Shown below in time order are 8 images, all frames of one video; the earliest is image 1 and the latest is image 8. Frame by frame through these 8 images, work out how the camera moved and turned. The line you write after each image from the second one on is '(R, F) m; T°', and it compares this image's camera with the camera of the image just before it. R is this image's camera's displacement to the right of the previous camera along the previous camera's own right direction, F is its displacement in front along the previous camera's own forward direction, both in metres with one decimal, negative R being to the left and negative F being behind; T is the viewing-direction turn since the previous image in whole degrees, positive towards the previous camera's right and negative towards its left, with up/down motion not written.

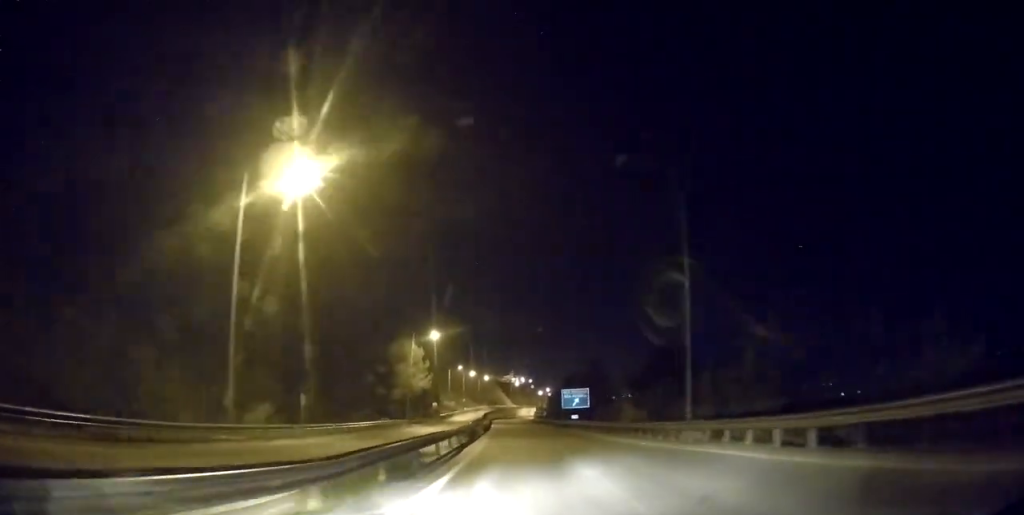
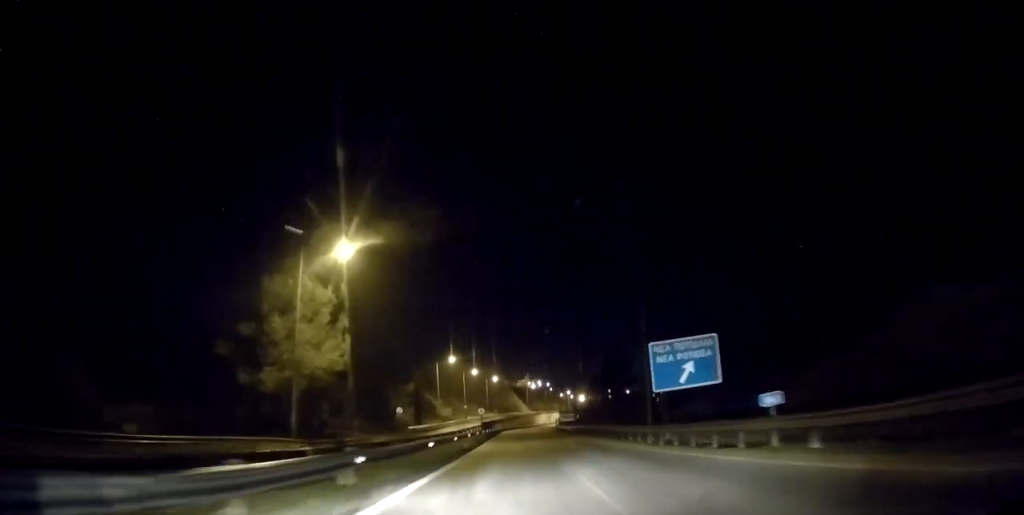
(-0.5, +42.4) m; -1°
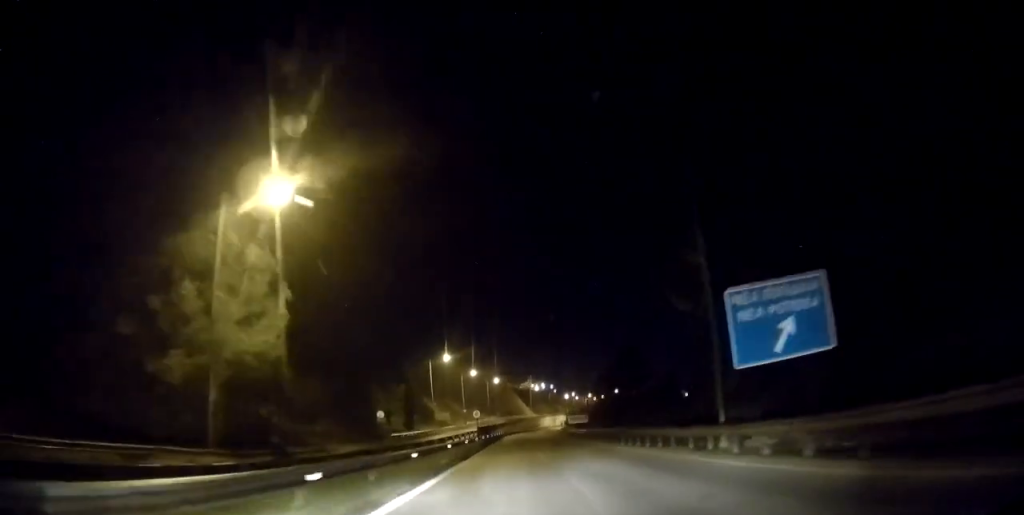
(0.0, +10.1) m; 0°
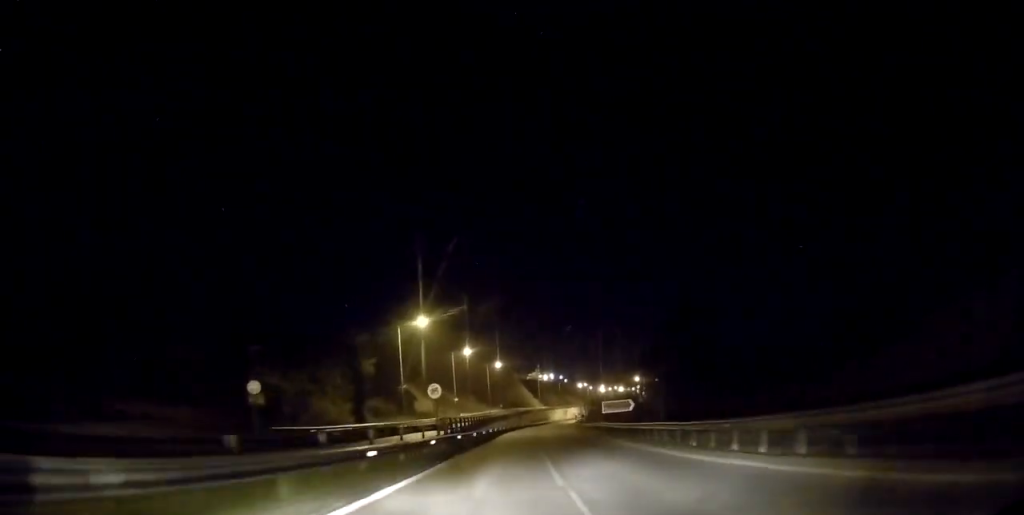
(-0.2, +27.6) m; 0°
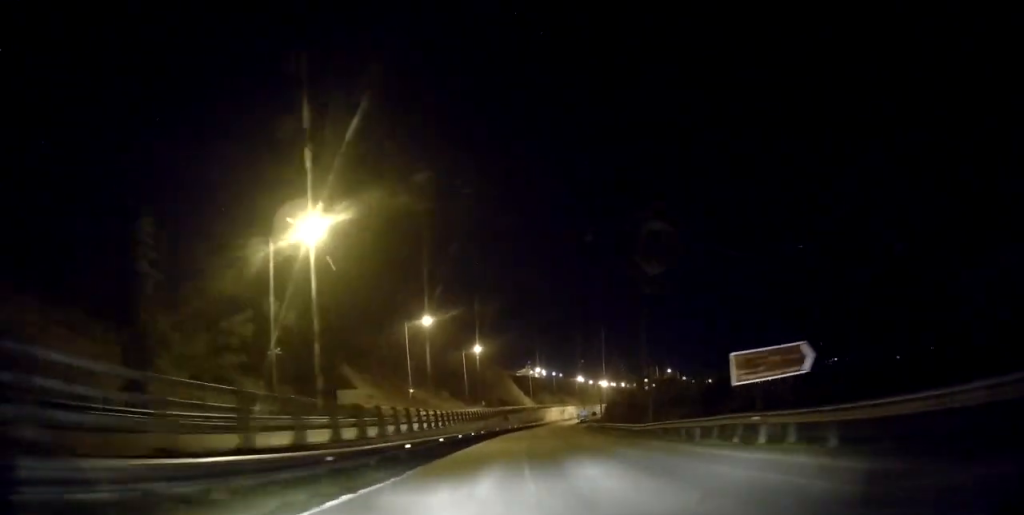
(+0.2, +33.0) m; +1°
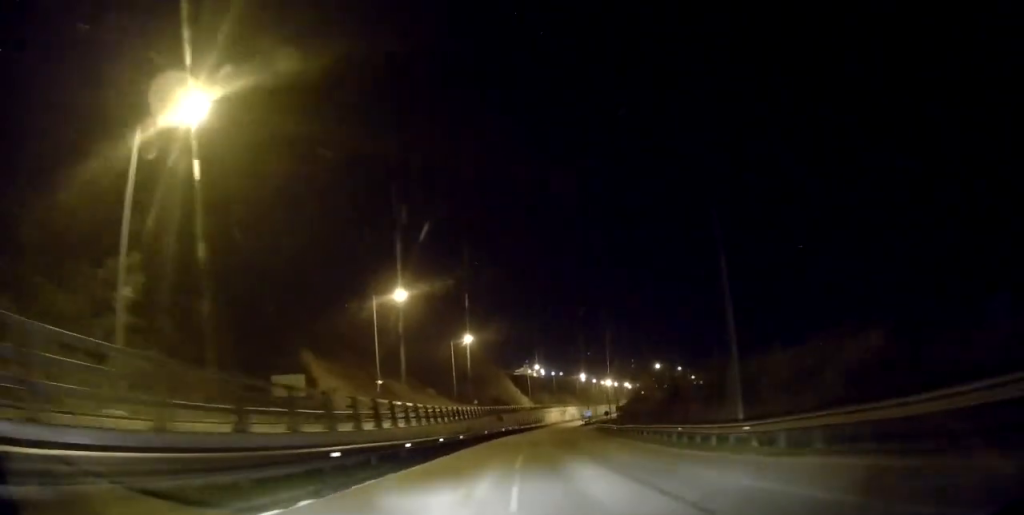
(0.0, +14.6) m; +1°
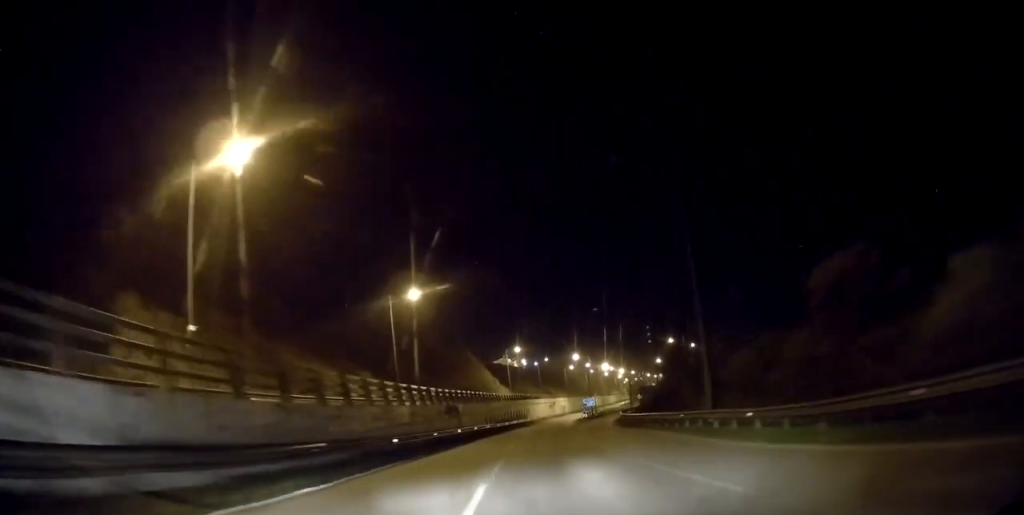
(+0.6, +31.1) m; +1°
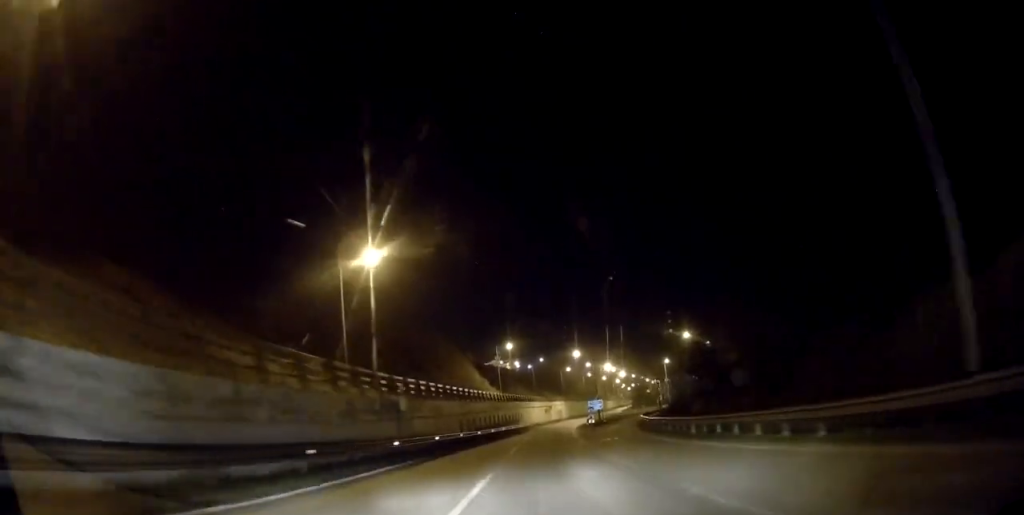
(0.0, +15.8) m; +1°
